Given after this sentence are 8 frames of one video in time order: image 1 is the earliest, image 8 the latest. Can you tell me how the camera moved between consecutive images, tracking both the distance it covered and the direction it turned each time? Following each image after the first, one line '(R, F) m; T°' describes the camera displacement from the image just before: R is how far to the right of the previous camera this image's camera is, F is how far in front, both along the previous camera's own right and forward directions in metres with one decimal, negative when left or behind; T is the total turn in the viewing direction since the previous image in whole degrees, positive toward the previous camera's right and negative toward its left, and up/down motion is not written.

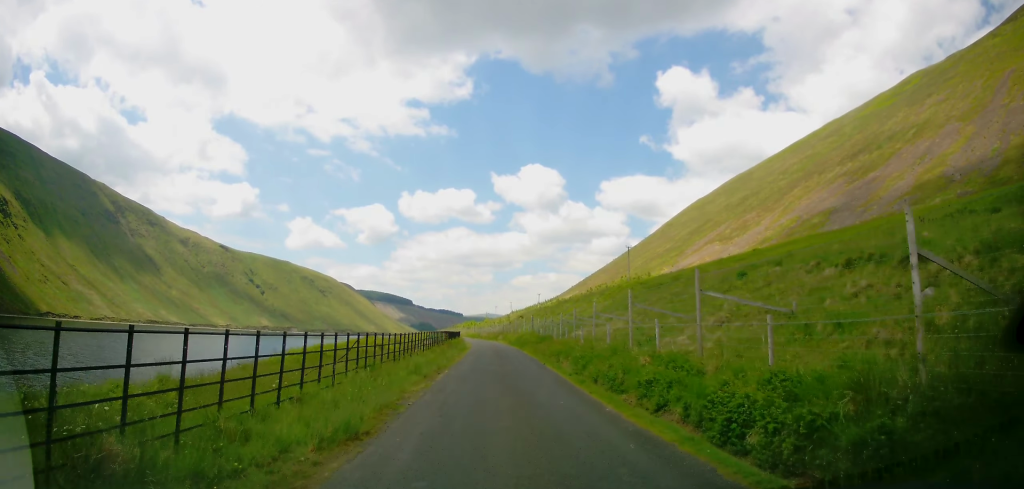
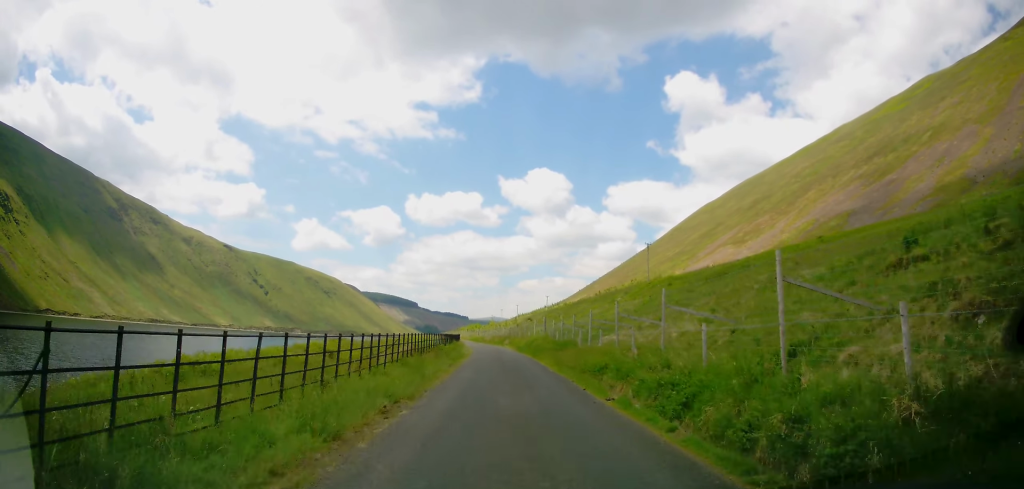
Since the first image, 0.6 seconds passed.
(+0.1, +9.3) m; 0°
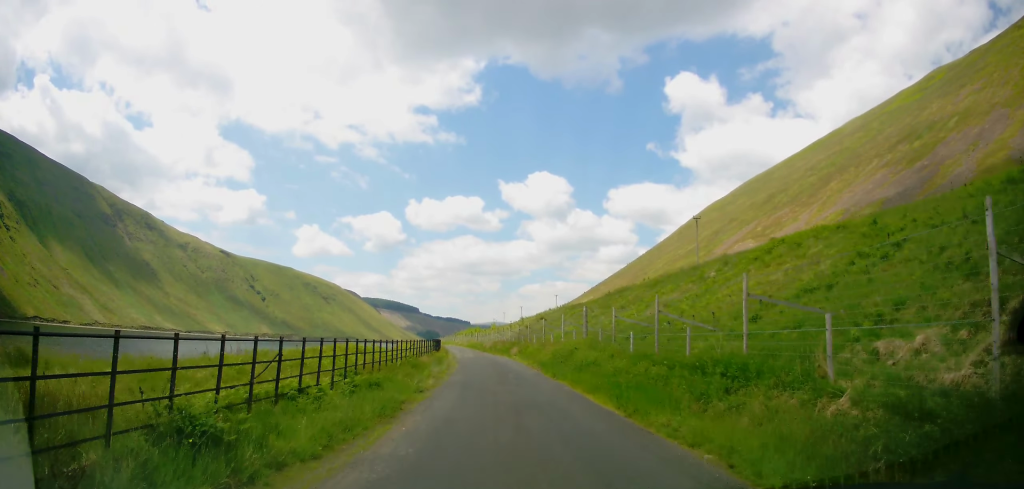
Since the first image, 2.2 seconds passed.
(-0.7, +23.0) m; -2°
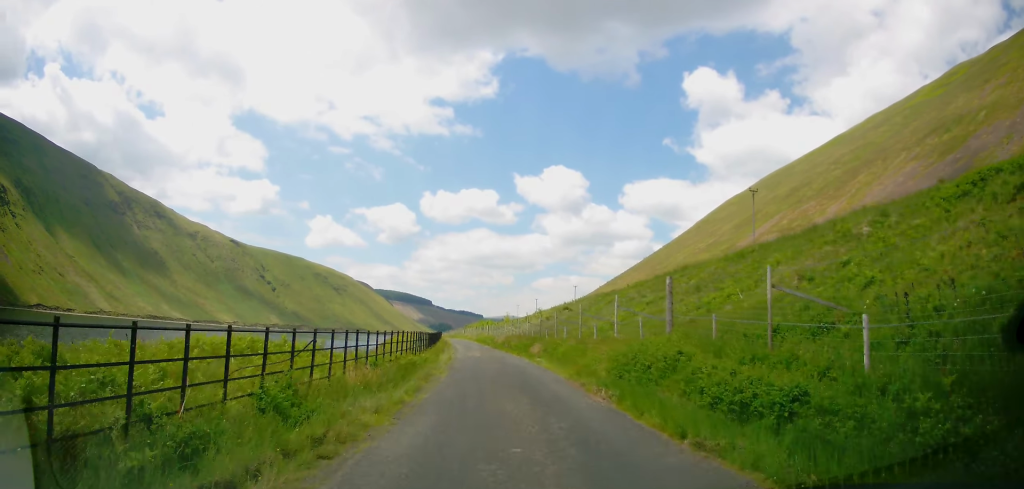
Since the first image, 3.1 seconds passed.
(0.0, +12.7) m; -1°
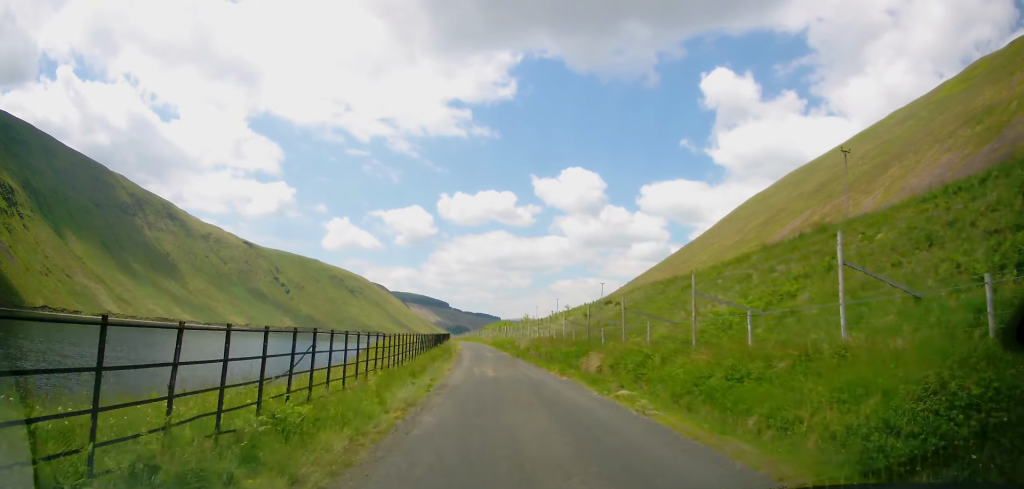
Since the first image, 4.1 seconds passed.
(-0.3, +14.6) m; -2°
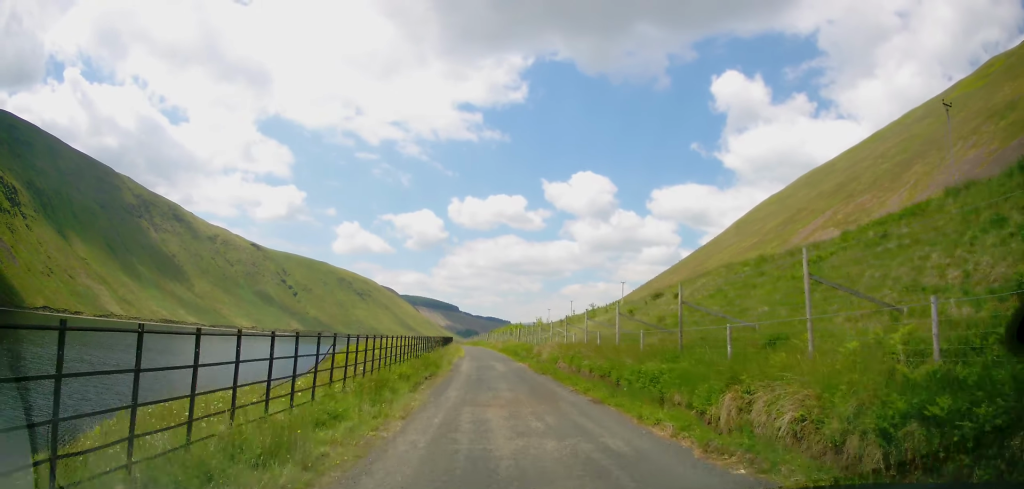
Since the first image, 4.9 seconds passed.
(-0.2, +12.2) m; -1°
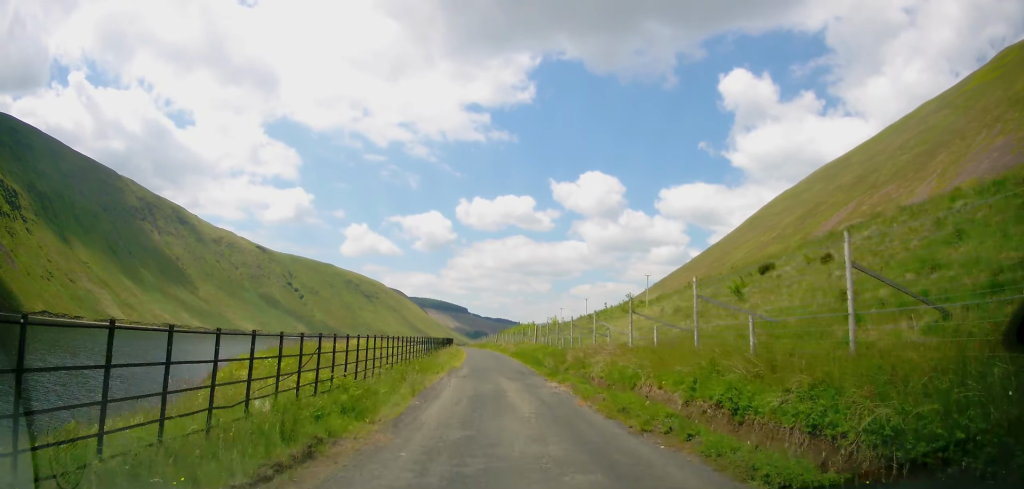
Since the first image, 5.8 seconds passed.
(-0.1, +13.8) m; -1°
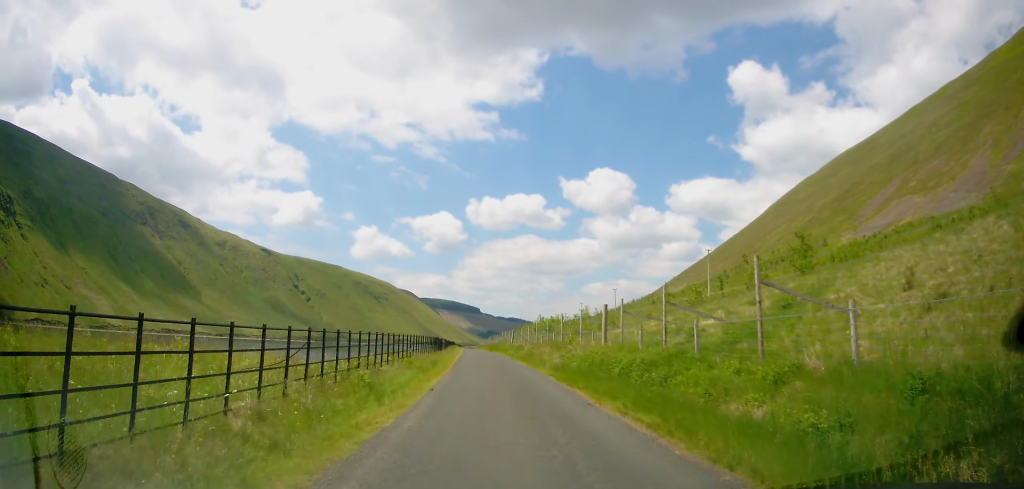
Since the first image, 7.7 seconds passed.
(-0.1, +27.7) m; 0°
